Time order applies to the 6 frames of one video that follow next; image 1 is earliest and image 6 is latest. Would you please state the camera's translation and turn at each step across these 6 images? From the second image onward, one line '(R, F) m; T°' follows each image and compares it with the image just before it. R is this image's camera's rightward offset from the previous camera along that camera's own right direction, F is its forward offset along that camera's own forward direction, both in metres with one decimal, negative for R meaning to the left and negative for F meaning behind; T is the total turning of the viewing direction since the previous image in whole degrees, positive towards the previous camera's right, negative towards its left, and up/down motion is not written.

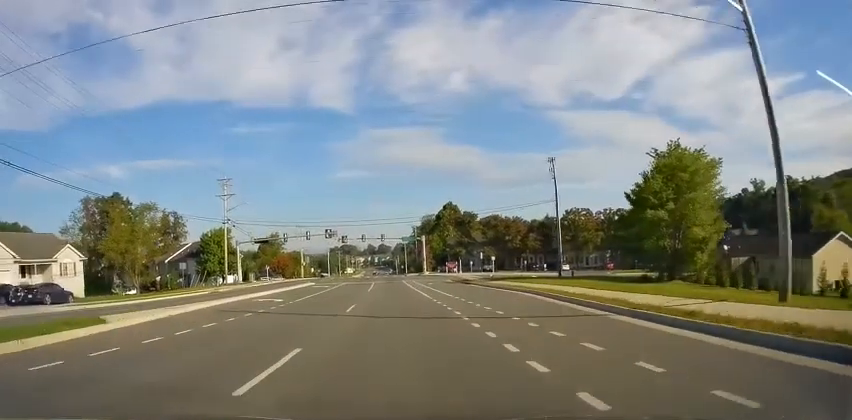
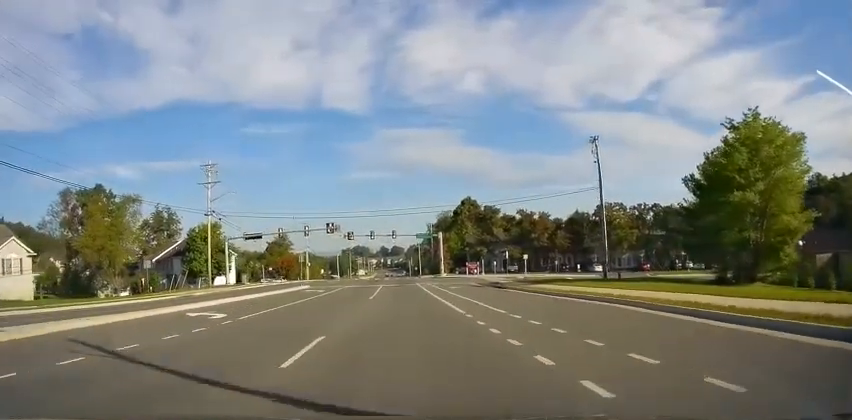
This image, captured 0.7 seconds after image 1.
(-0.3, +10.9) m; -2°
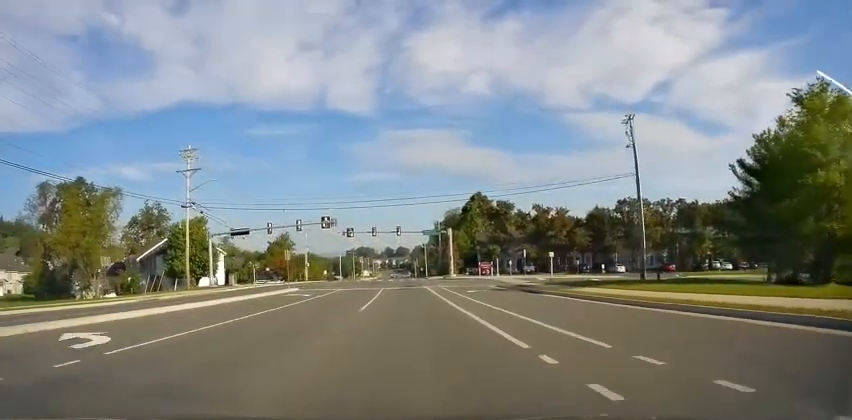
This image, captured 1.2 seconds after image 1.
(0.0, +7.7) m; -1°
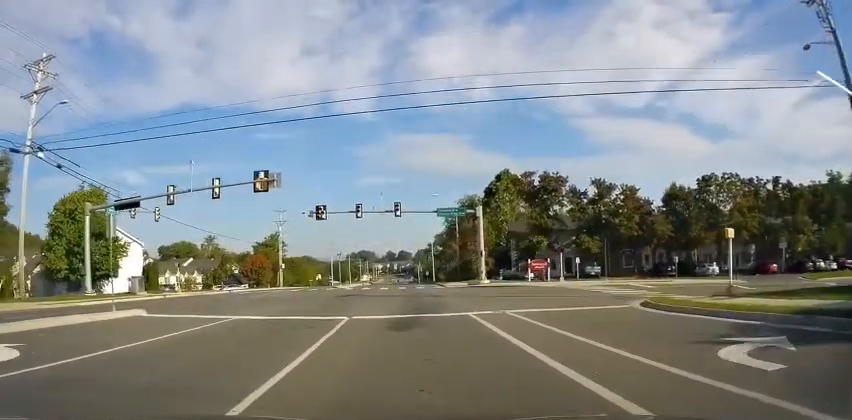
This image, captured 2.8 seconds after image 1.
(-0.7, +26.3) m; -1°
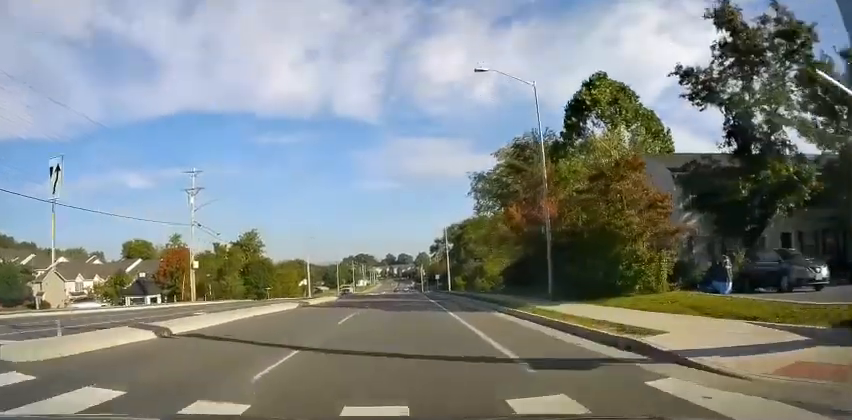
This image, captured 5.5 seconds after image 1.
(0.0, +39.8) m; 0°
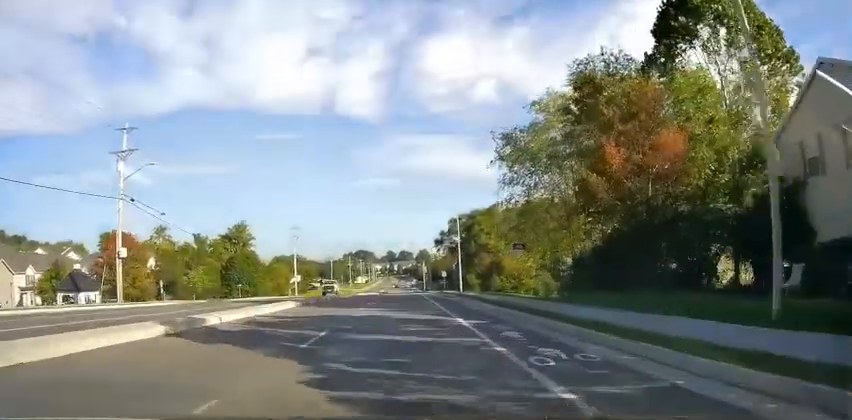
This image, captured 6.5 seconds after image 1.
(0.0, +14.9) m; 0°
